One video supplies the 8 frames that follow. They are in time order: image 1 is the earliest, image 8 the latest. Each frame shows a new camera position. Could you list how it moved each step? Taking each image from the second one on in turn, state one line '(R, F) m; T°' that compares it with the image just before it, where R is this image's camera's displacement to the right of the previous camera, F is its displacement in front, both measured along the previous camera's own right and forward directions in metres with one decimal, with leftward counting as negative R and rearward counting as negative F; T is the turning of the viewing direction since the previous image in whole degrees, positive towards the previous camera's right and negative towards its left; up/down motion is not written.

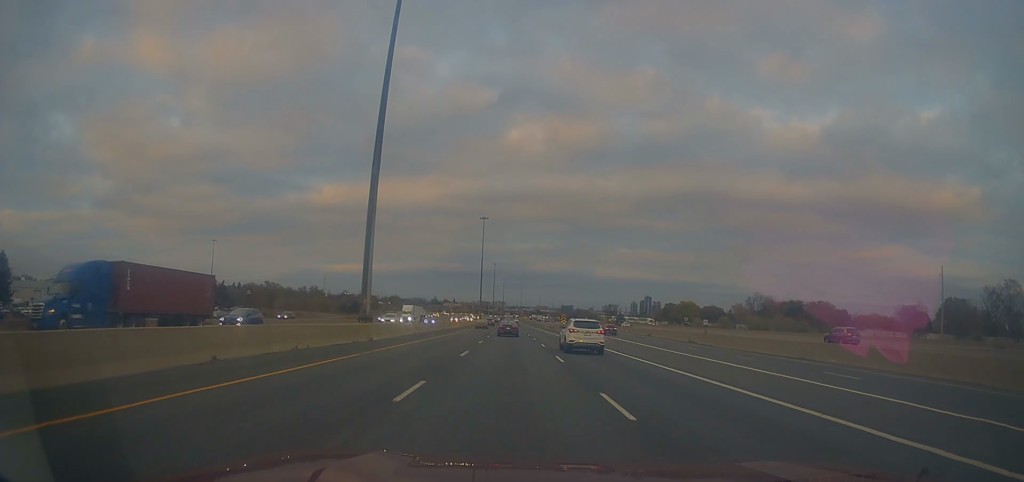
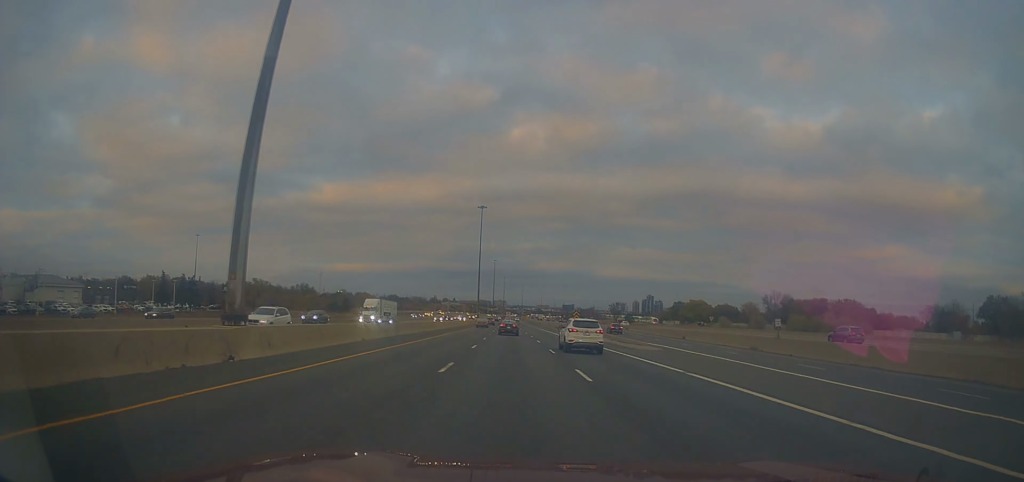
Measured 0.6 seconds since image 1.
(+0.2, +18.7) m; 0°
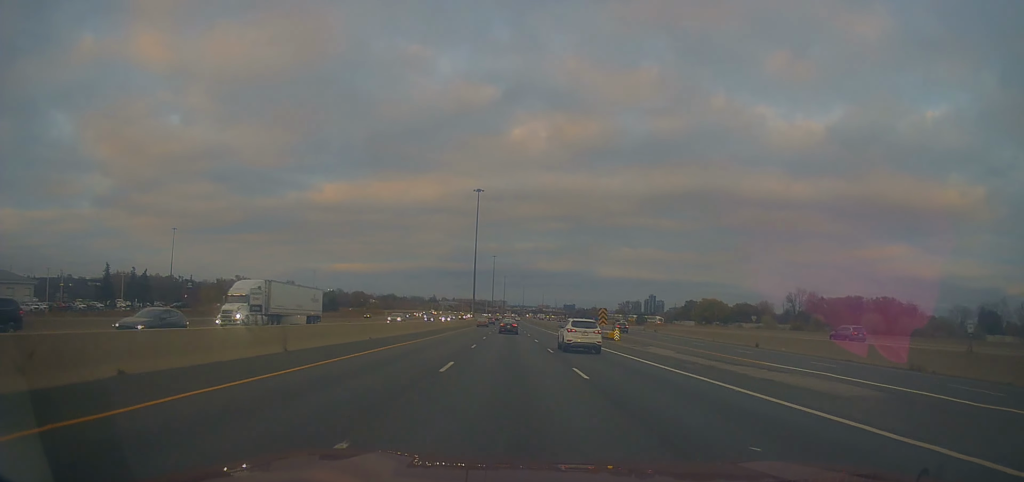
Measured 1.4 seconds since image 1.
(-0.1, +23.7) m; 0°
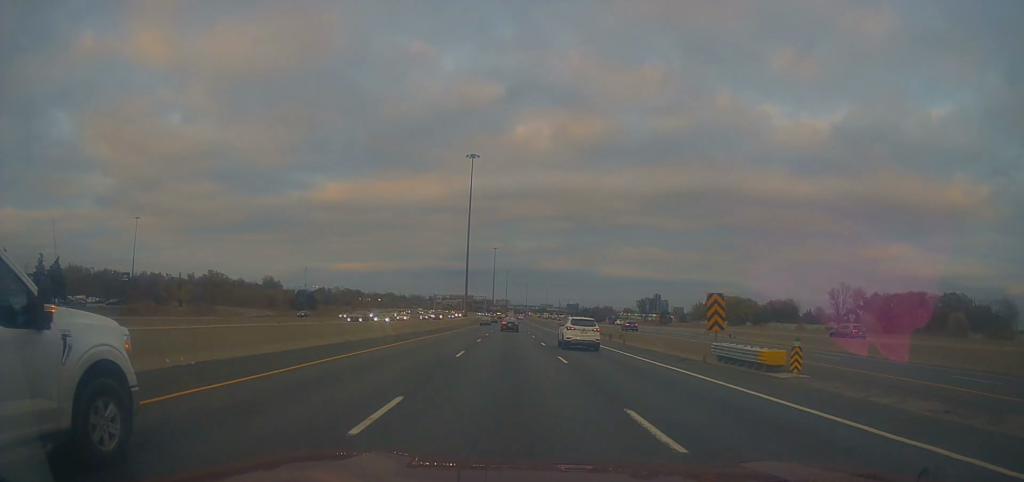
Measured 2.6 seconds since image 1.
(-0.2, +33.6) m; 0°
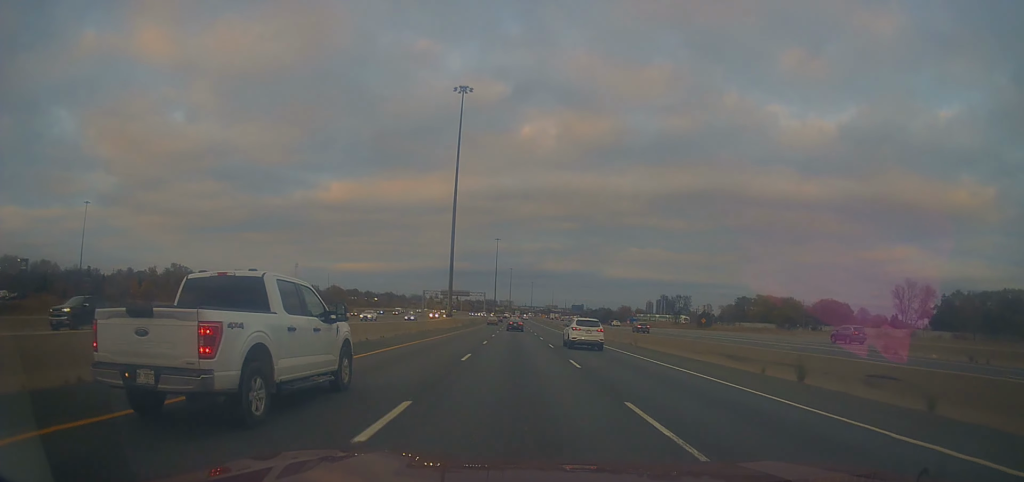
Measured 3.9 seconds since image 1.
(-0.1, +38.6) m; 0°
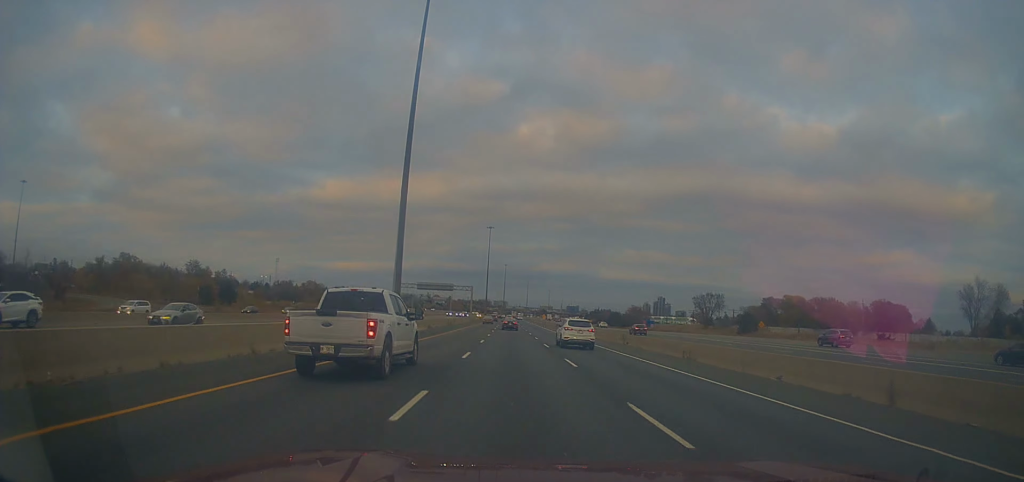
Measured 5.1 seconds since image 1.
(+0.1, +36.0) m; +1°
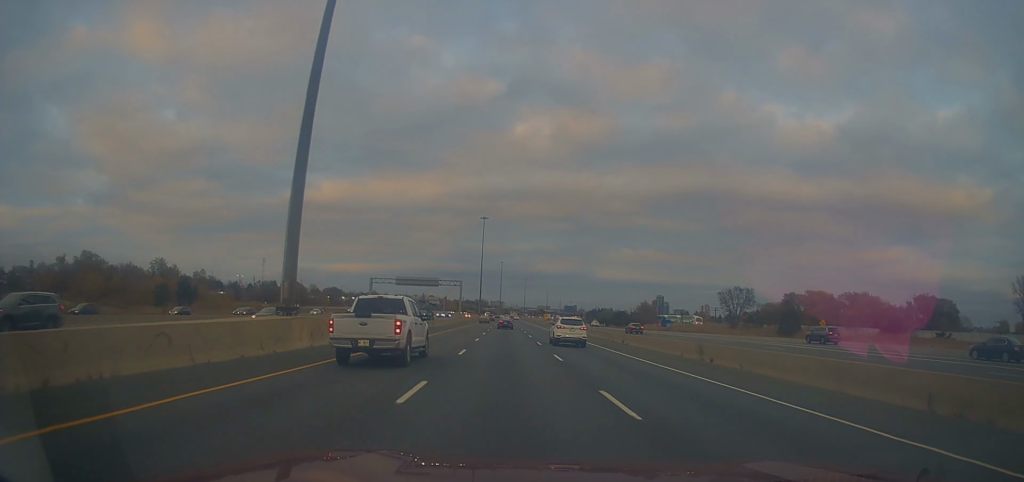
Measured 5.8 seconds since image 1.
(+0.2, +22.8) m; 0°
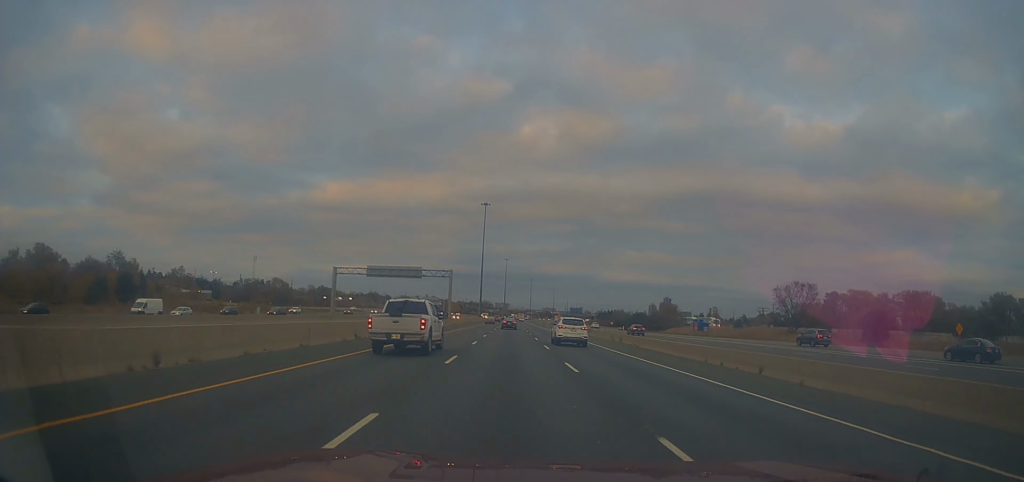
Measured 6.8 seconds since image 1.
(-0.3, +28.6) m; -1°
